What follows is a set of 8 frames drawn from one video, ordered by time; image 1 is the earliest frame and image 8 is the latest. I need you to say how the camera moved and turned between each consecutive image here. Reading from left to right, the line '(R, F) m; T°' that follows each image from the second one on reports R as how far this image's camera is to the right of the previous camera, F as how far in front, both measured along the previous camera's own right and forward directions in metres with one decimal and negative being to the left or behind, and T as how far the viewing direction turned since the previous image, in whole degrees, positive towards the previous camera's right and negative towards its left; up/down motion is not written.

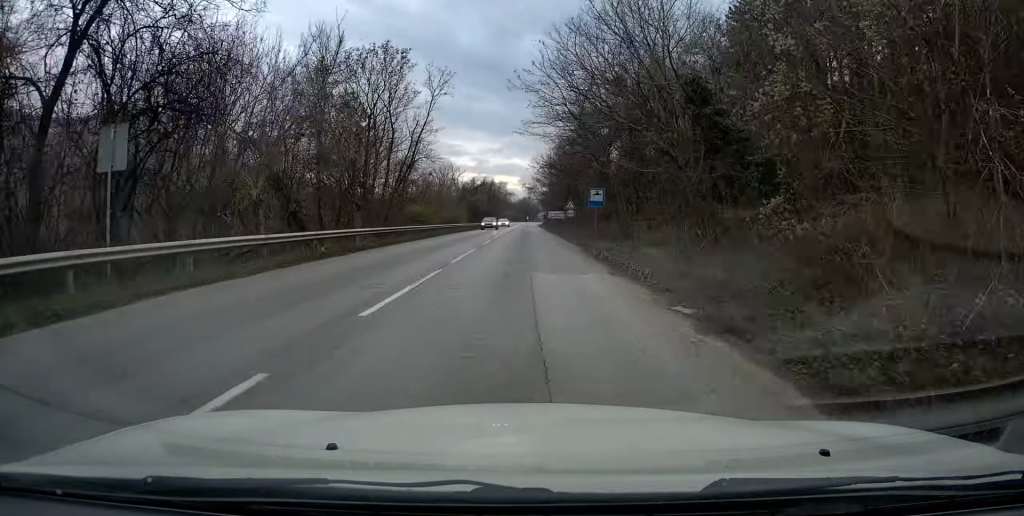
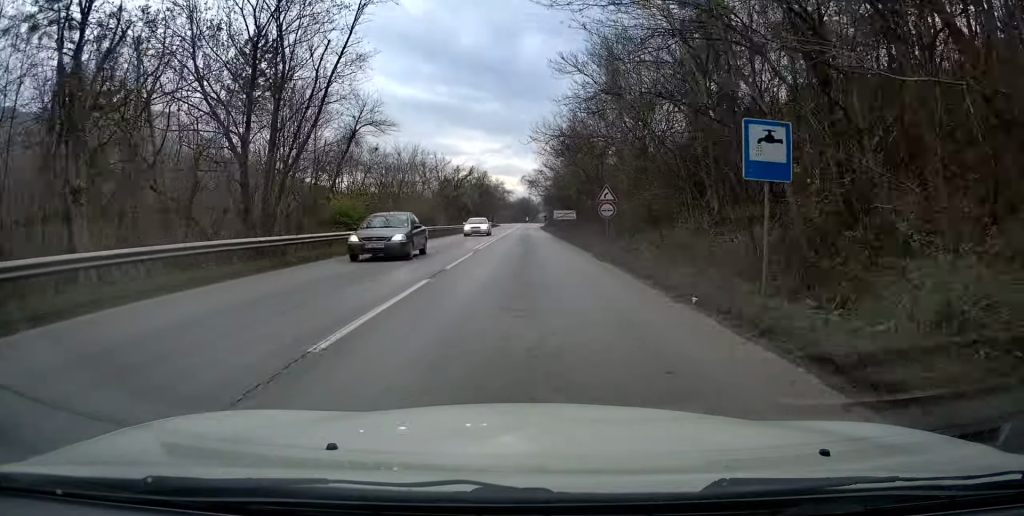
(+0.1, +20.8) m; 0°
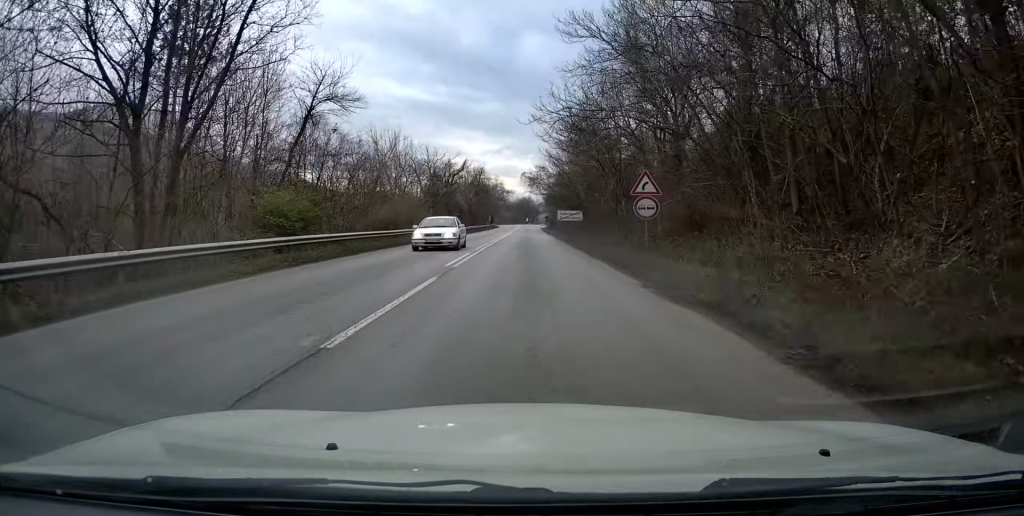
(0.0, +8.4) m; 0°
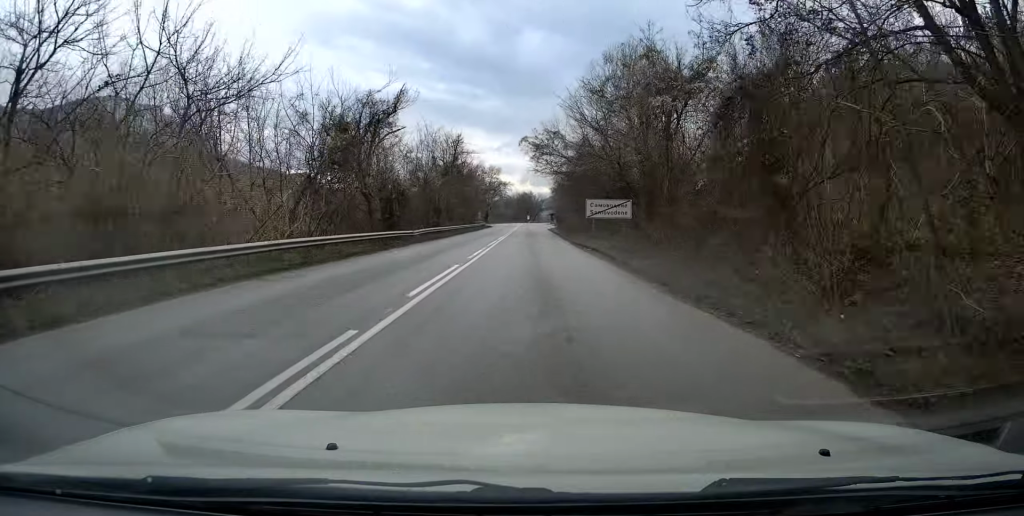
(+0.3, +32.8) m; +1°
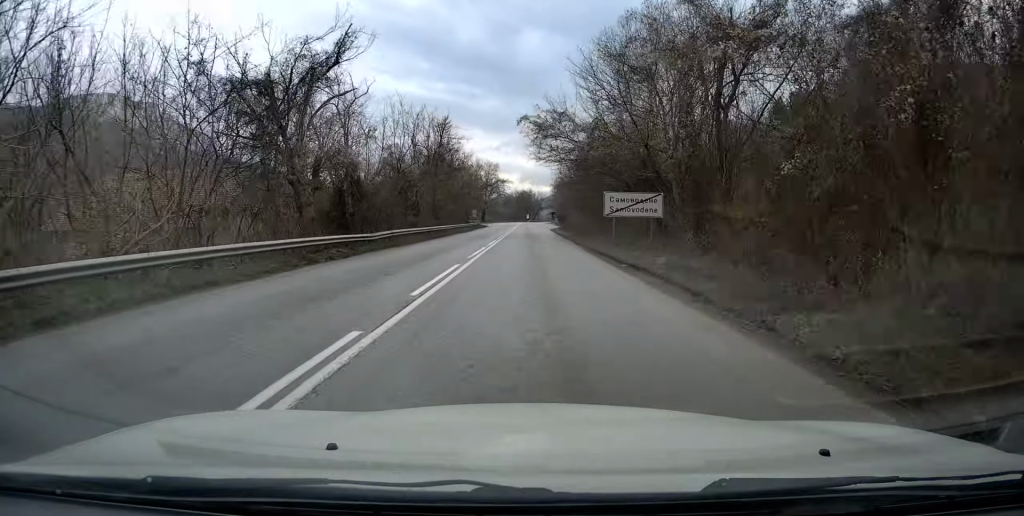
(0.0, +9.1) m; 0°
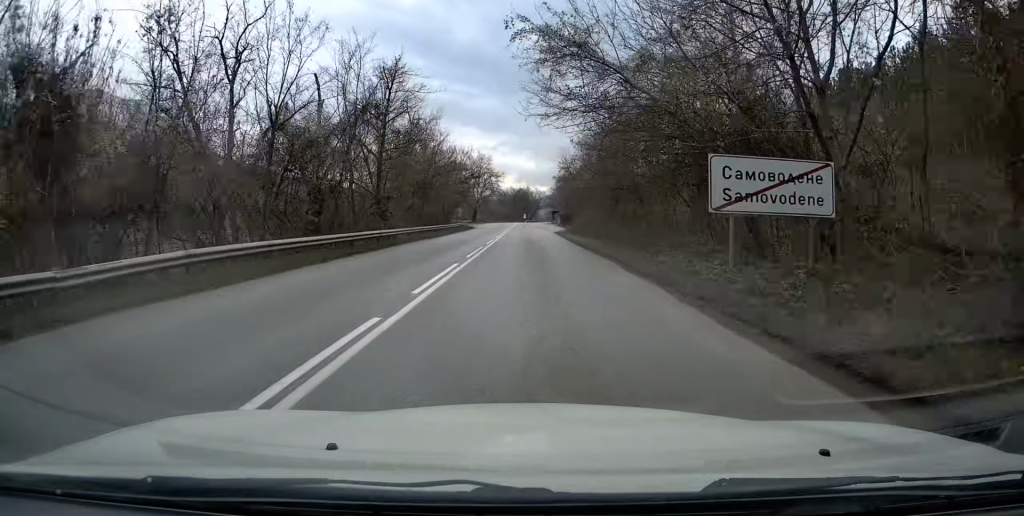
(0.0, +17.6) m; 0°
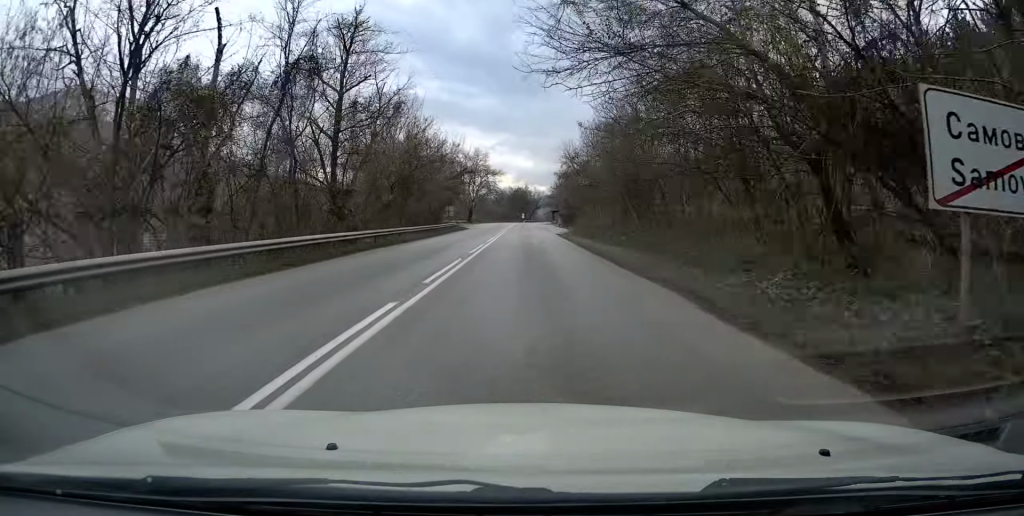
(0.0, +7.4) m; 0°
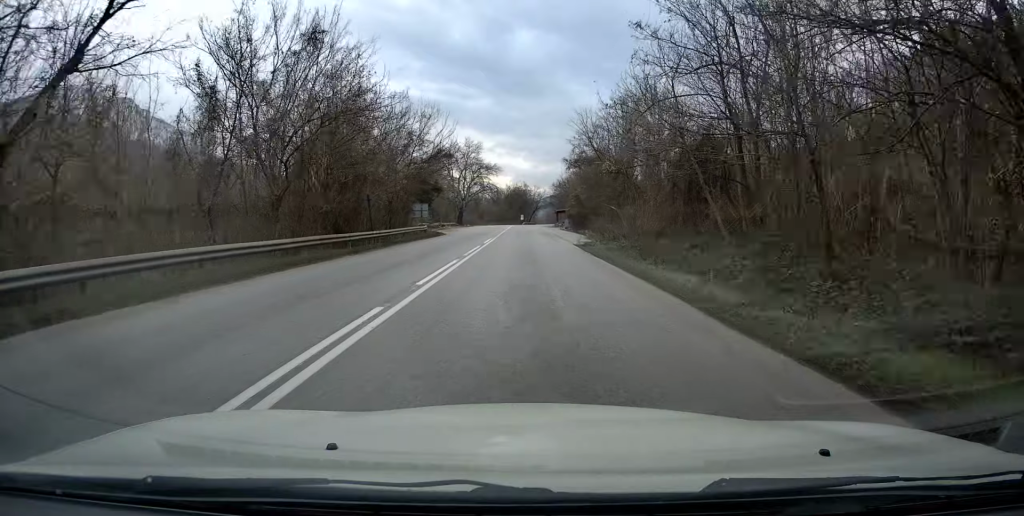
(0.0, +18.7) m; 0°
